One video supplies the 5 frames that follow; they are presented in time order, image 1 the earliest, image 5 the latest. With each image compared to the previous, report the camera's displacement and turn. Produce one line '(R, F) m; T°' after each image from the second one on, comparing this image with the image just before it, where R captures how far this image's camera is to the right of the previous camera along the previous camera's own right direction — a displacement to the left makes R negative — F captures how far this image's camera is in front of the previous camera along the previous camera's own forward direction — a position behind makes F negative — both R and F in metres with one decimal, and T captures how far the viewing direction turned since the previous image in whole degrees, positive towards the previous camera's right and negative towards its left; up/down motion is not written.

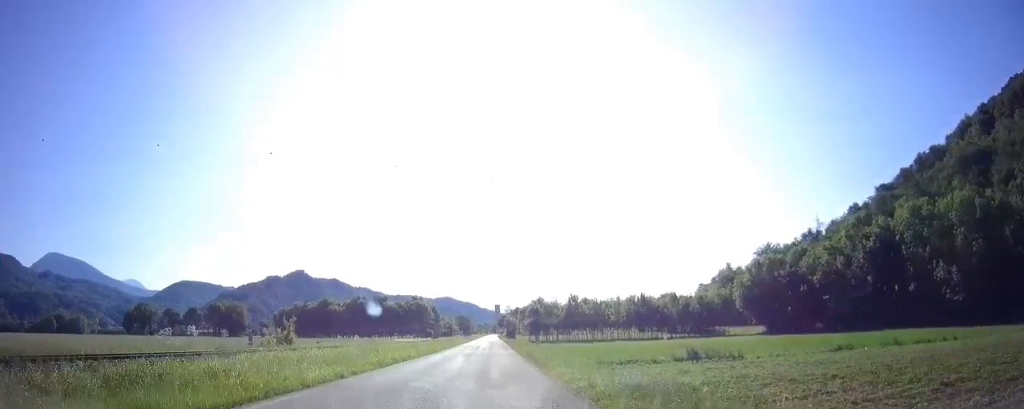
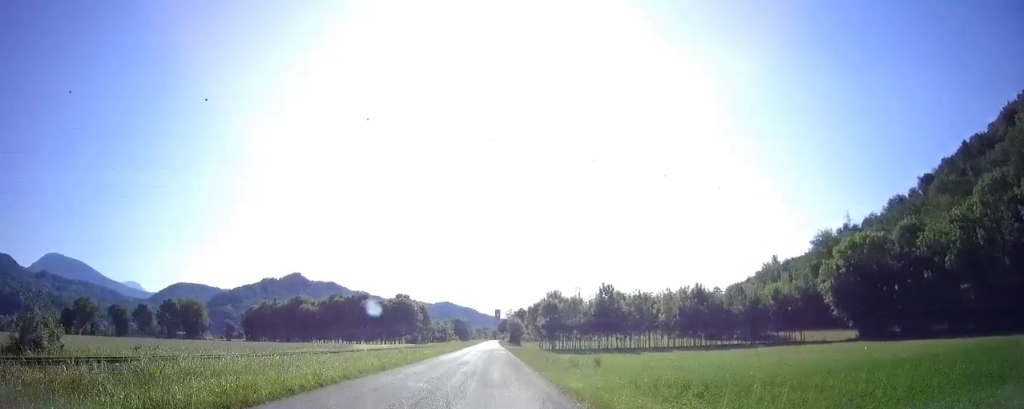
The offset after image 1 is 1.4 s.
(0.0, +26.9) m; 0°
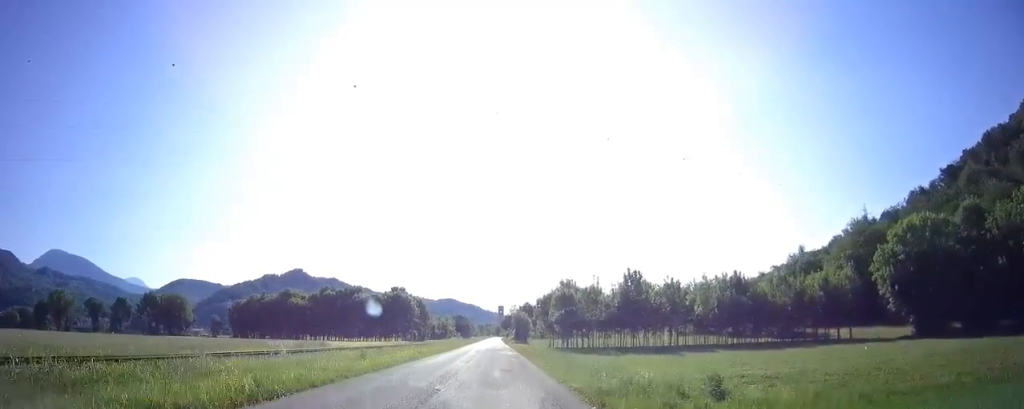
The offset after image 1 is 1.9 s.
(0.0, +11.1) m; 0°
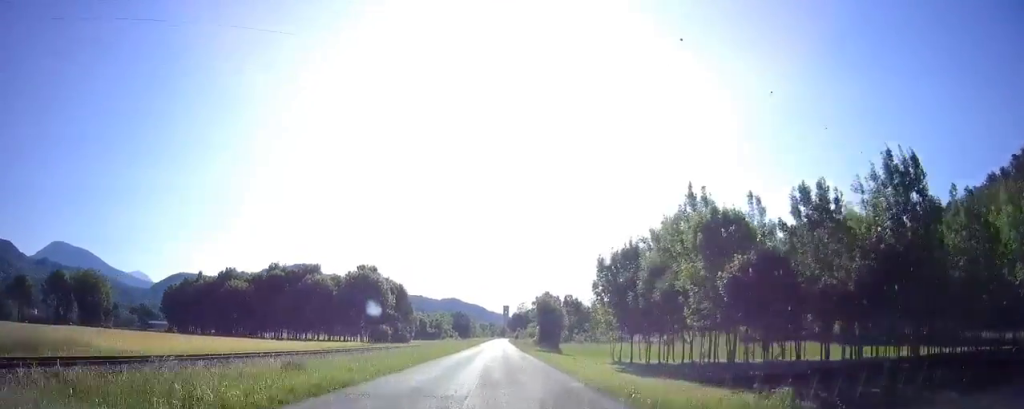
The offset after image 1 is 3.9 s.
(0.0, +39.3) m; +1°
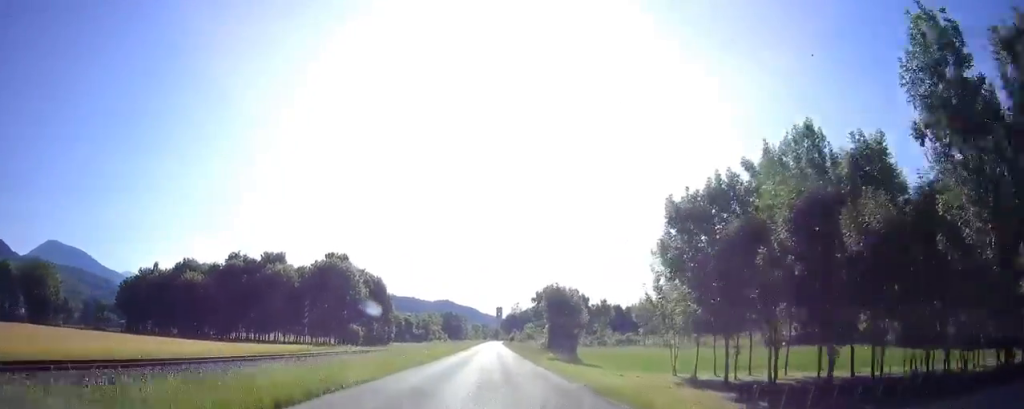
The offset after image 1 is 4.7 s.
(+0.2, +15.1) m; 0°
